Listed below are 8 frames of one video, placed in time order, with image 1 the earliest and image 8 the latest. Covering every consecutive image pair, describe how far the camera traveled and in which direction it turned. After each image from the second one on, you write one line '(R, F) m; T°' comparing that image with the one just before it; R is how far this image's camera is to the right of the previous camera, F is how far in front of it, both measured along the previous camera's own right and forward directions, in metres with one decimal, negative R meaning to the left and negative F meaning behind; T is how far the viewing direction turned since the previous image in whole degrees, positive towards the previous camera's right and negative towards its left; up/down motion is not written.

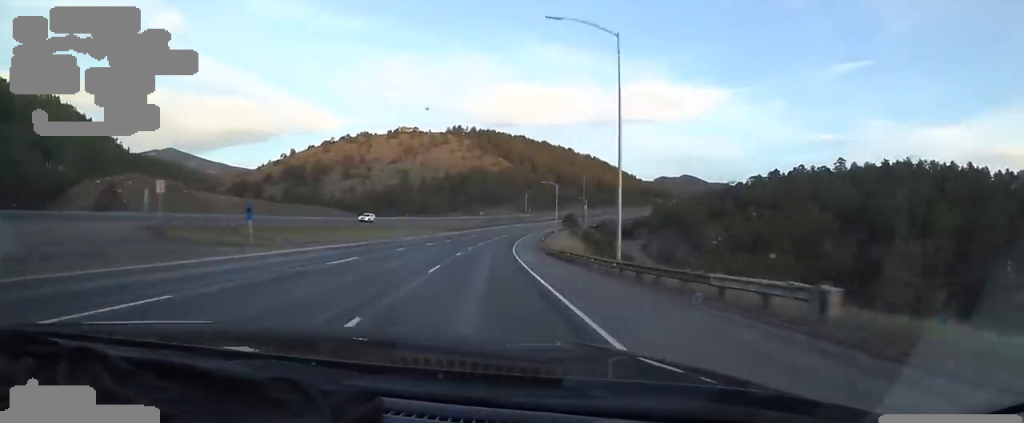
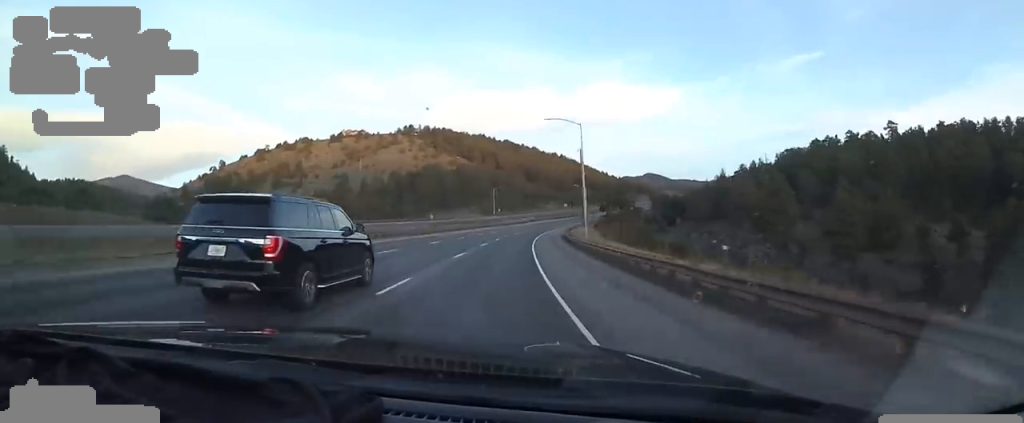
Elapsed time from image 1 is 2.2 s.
(+0.7, +66.5) m; +3°
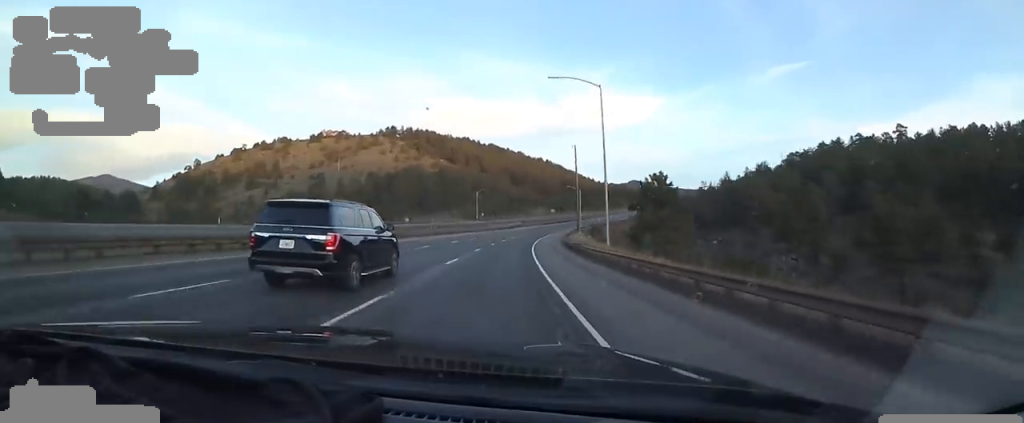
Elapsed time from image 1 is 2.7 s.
(-0.1, +15.6) m; +1°
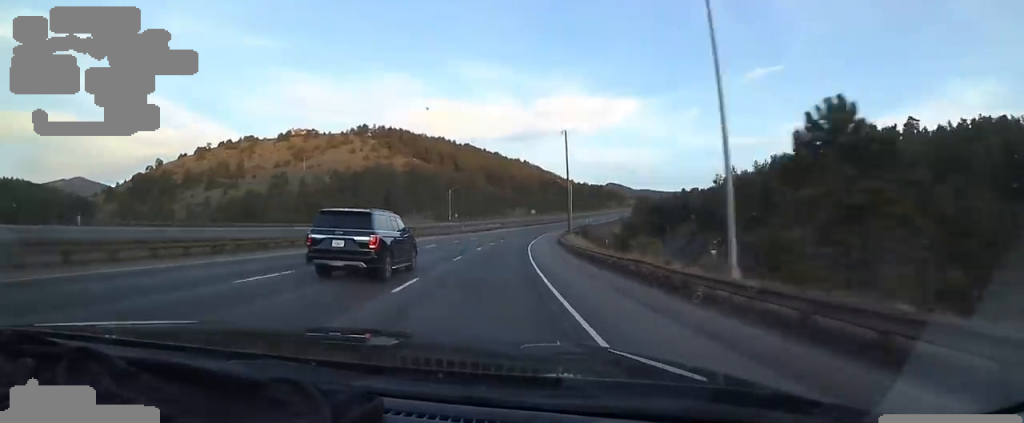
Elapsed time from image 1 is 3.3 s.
(+0.4, +20.7) m; +2°
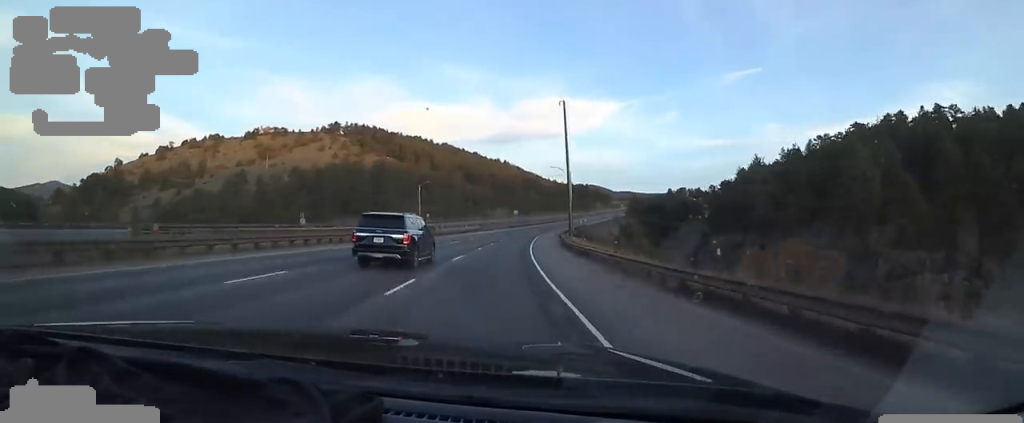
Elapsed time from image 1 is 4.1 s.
(+0.6, +24.4) m; +3°
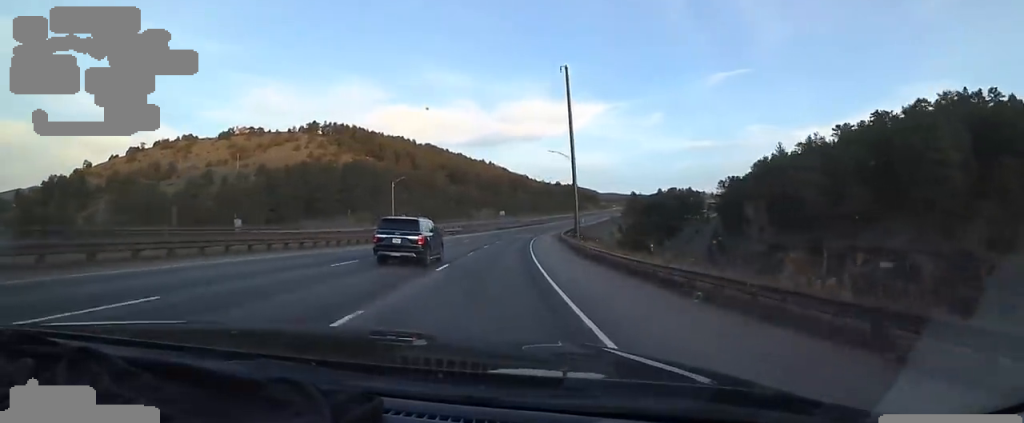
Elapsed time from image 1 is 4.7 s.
(+0.3, +16.8) m; +2°
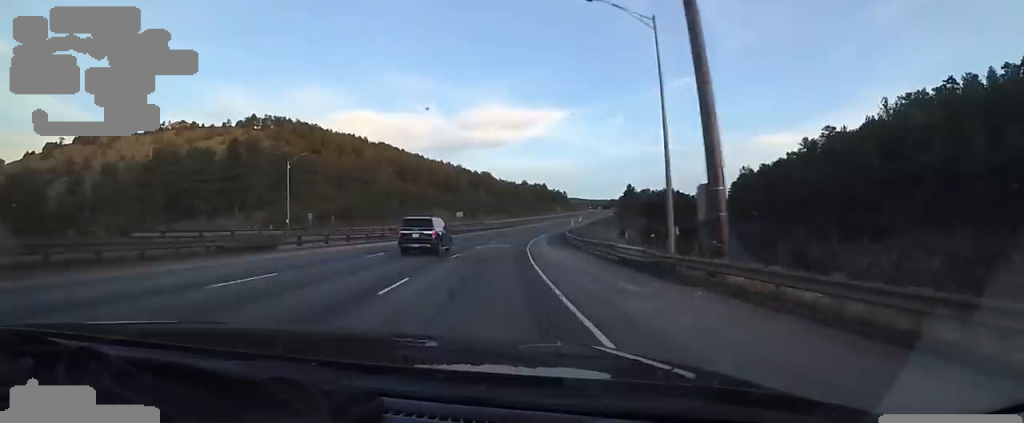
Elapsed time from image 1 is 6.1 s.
(+2.4, +41.0) m; +7°
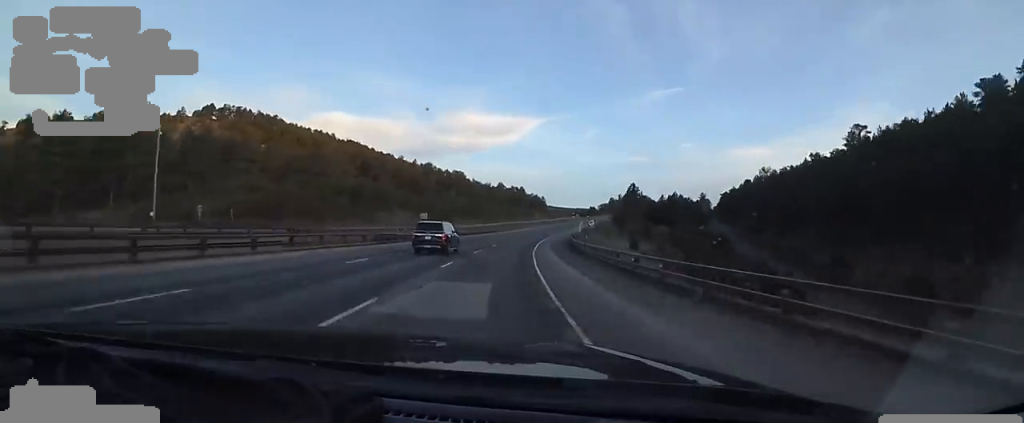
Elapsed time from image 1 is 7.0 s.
(+1.3, +26.6) m; +2°
